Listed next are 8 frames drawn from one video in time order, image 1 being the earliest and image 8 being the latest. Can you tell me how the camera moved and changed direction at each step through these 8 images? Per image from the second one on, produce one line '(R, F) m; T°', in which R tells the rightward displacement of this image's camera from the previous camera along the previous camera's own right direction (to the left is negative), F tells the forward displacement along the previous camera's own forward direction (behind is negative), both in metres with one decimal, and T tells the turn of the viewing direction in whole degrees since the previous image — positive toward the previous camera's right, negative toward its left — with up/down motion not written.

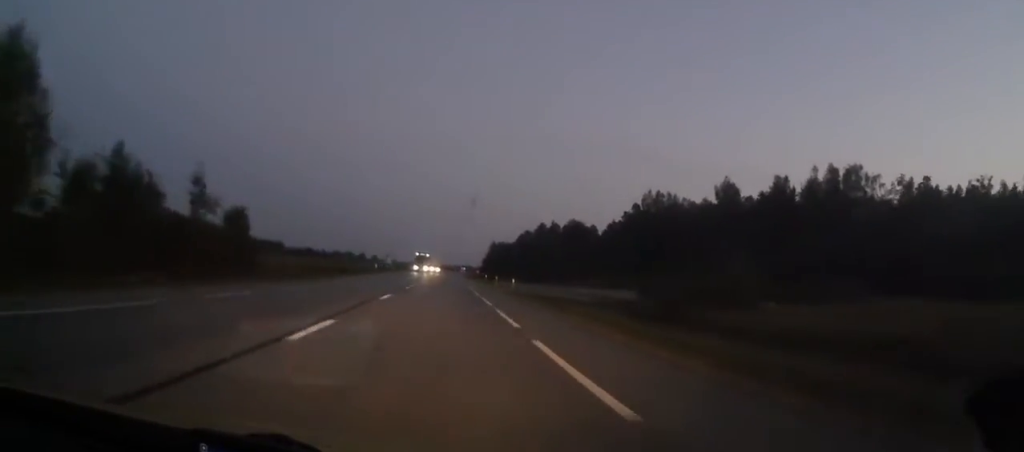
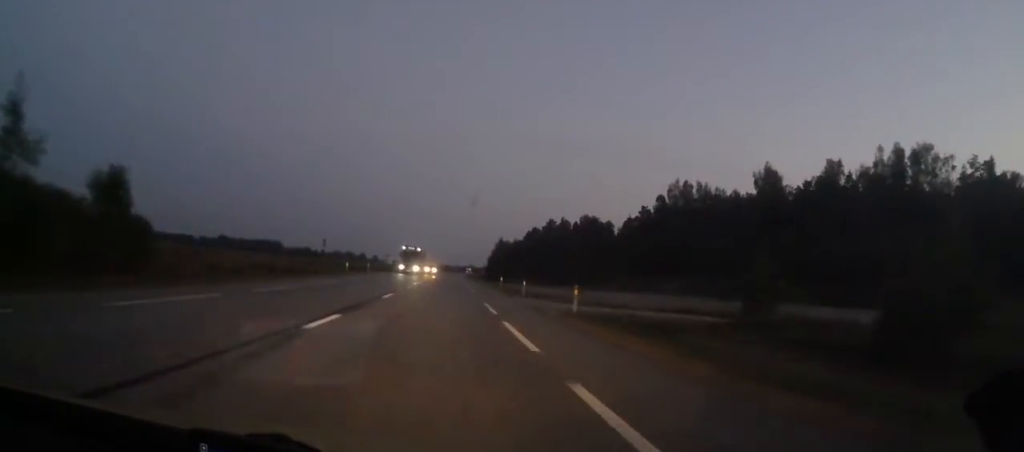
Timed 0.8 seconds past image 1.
(-0.1, +22.8) m; 0°
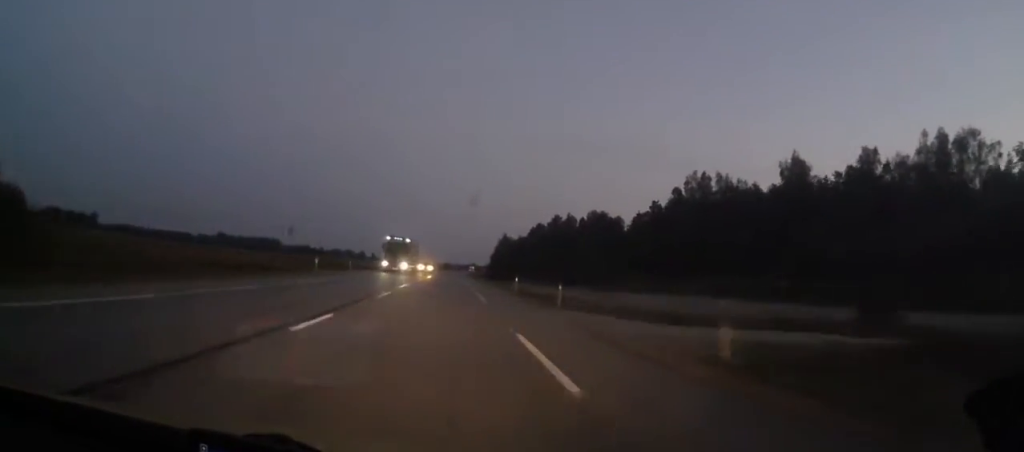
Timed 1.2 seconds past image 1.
(0.0, +12.9) m; 0°
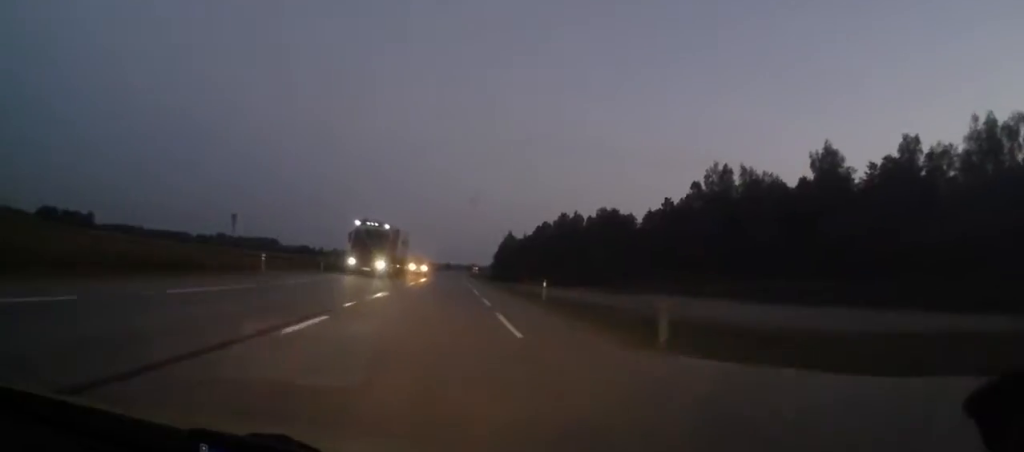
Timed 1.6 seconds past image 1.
(0.0, +12.9) m; 0°
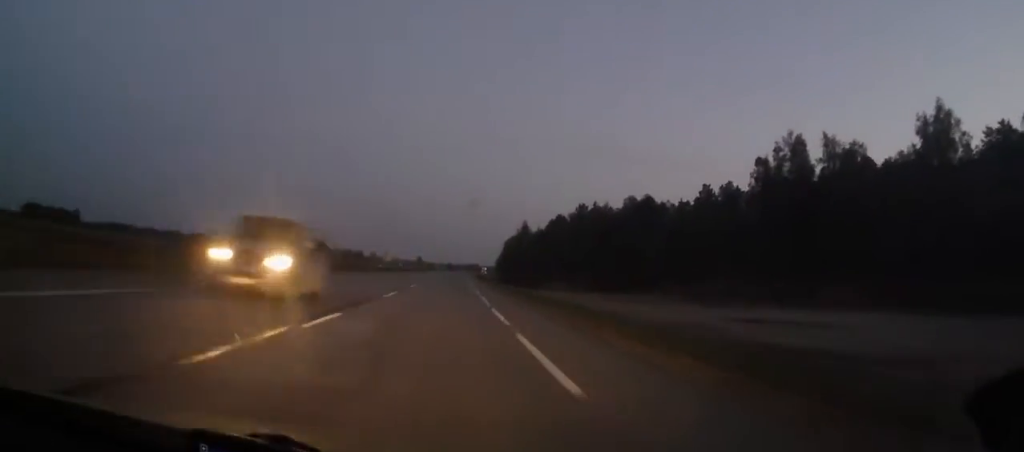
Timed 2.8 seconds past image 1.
(-0.3, +35.4) m; -1°
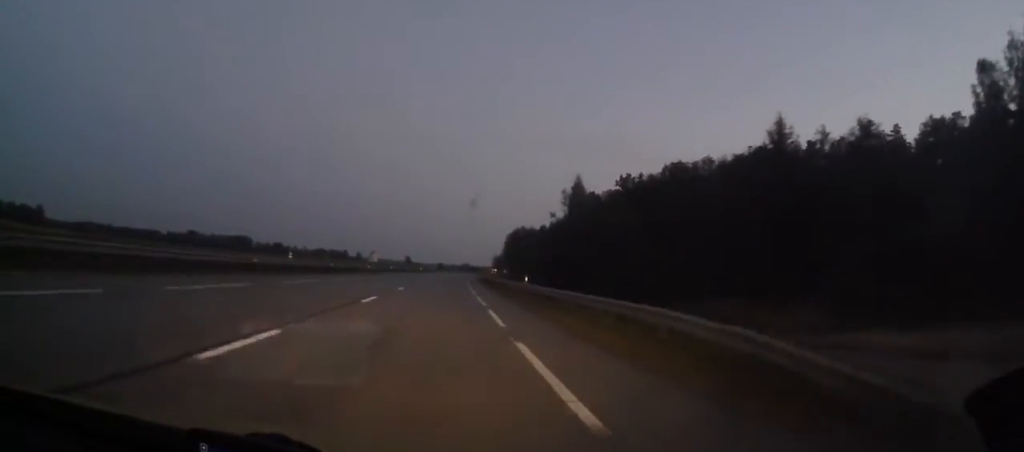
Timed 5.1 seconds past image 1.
(-0.2, +65.2) m; 0°
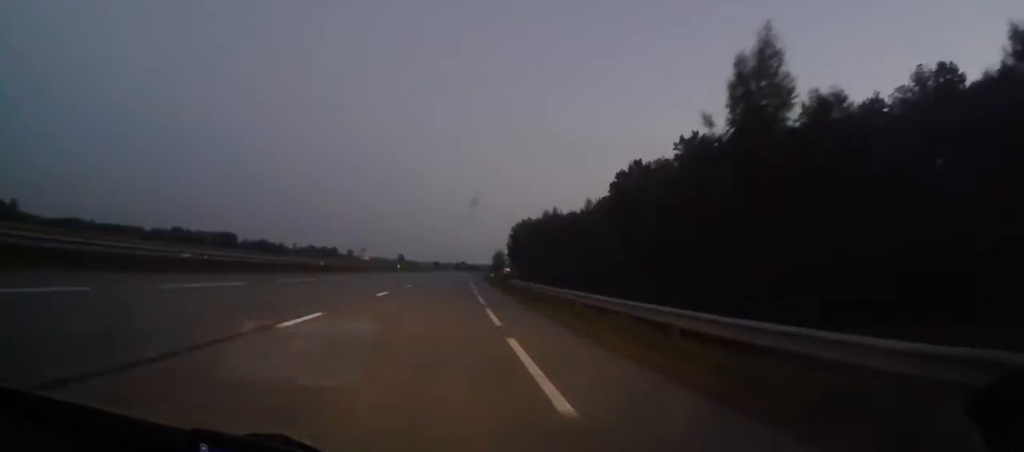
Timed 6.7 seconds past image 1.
(+0.4, +45.3) m; +1°
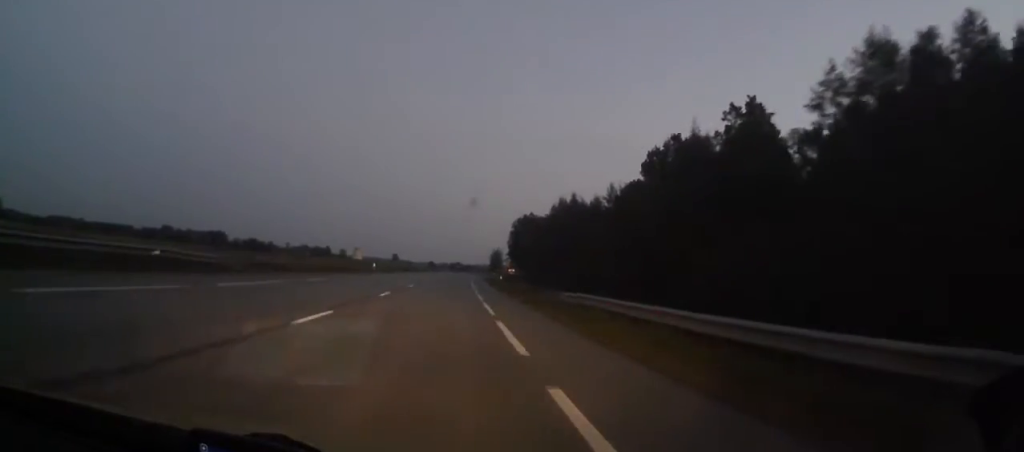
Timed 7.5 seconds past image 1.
(-0.1, +23.4) m; 0°
